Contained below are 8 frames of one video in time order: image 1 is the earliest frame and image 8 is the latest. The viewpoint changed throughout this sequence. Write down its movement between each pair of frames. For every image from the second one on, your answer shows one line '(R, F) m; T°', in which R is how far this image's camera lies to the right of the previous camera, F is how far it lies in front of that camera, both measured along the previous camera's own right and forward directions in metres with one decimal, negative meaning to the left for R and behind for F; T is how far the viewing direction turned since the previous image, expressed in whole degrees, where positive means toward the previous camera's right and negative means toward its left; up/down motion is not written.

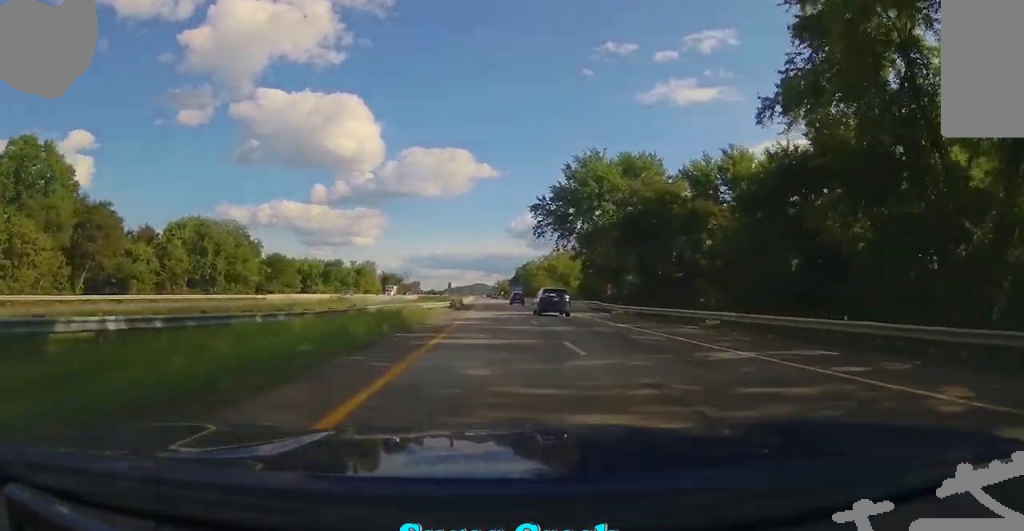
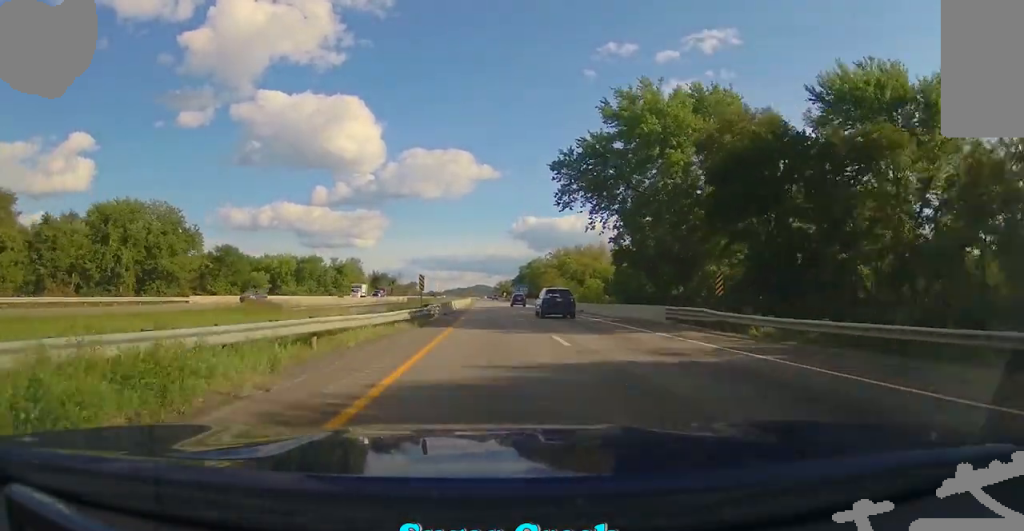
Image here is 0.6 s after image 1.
(0.0, +21.4) m; 0°
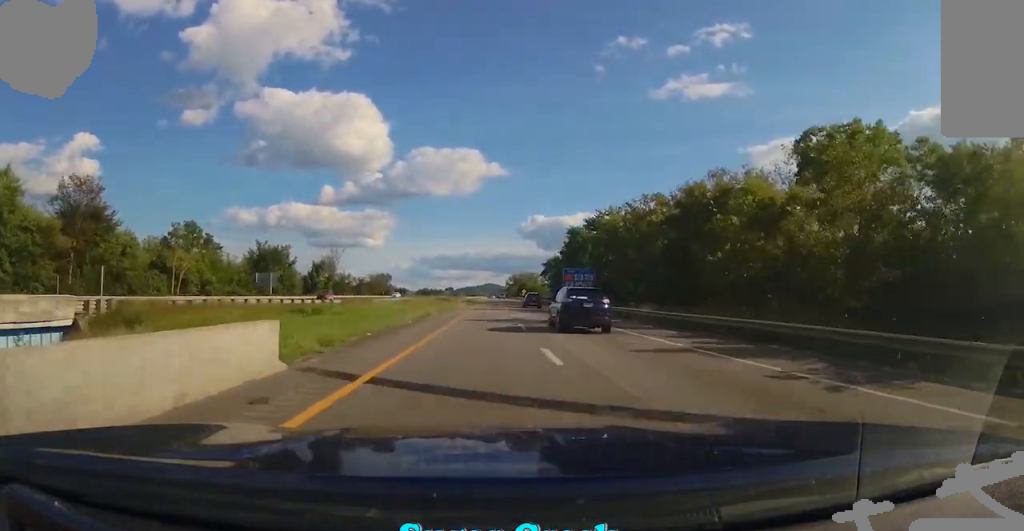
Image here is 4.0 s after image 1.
(-1.4, +113.5) m; -2°
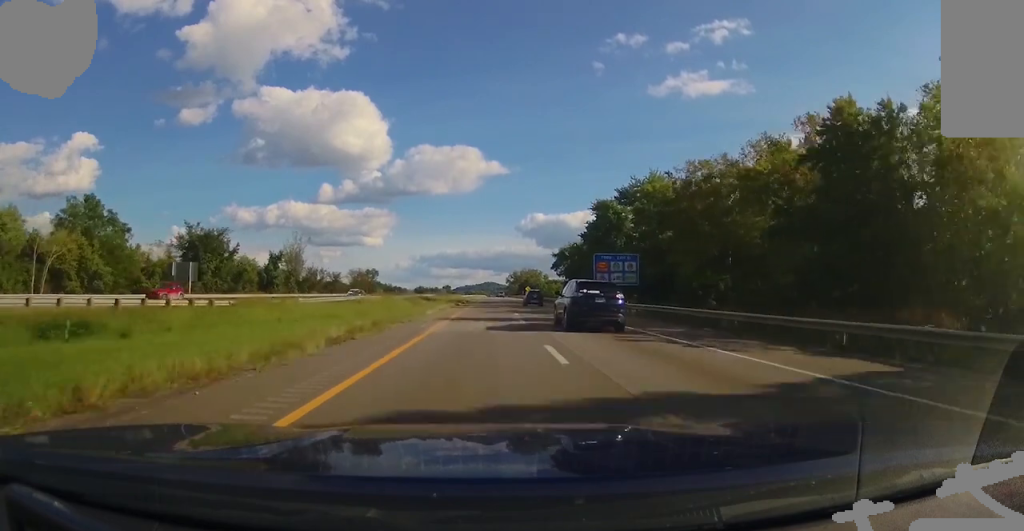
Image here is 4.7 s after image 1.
(0.0, +25.0) m; 0°
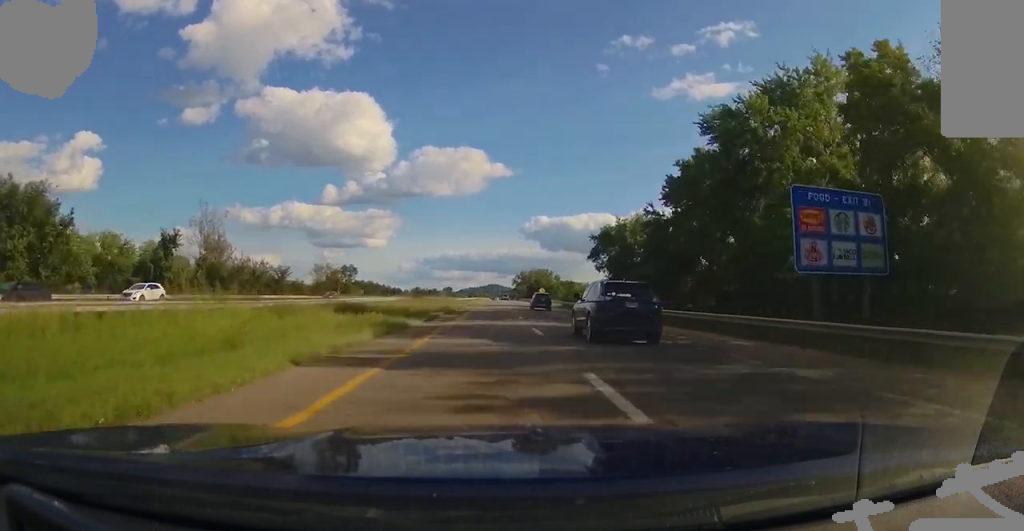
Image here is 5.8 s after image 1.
(0.0, +37.6) m; 0°
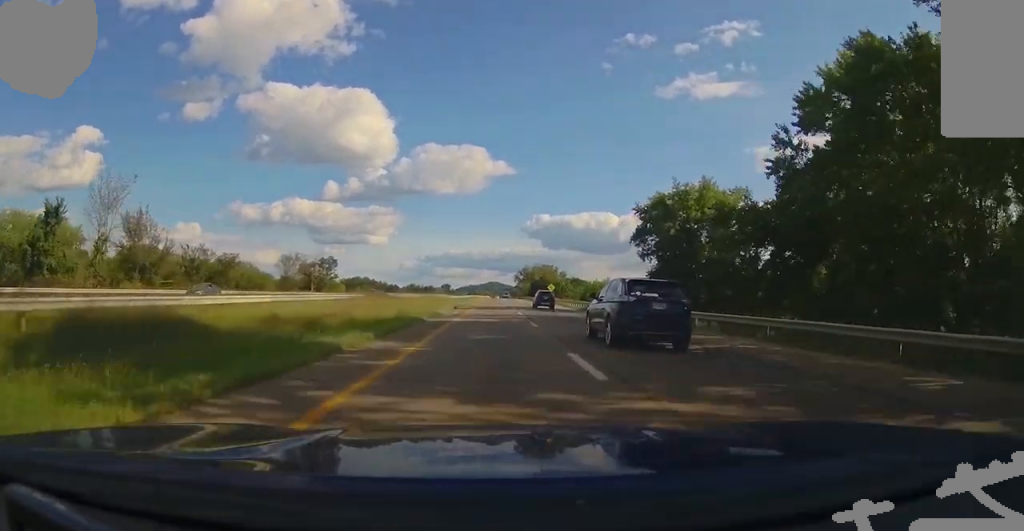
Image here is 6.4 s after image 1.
(0.0, +21.6) m; 0°
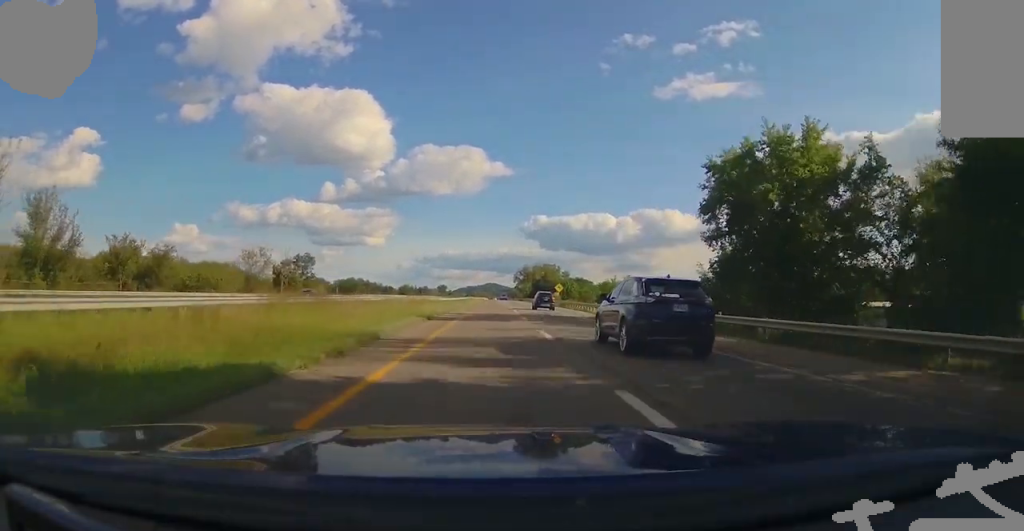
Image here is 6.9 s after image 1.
(0.0, +17.1) m; 0°
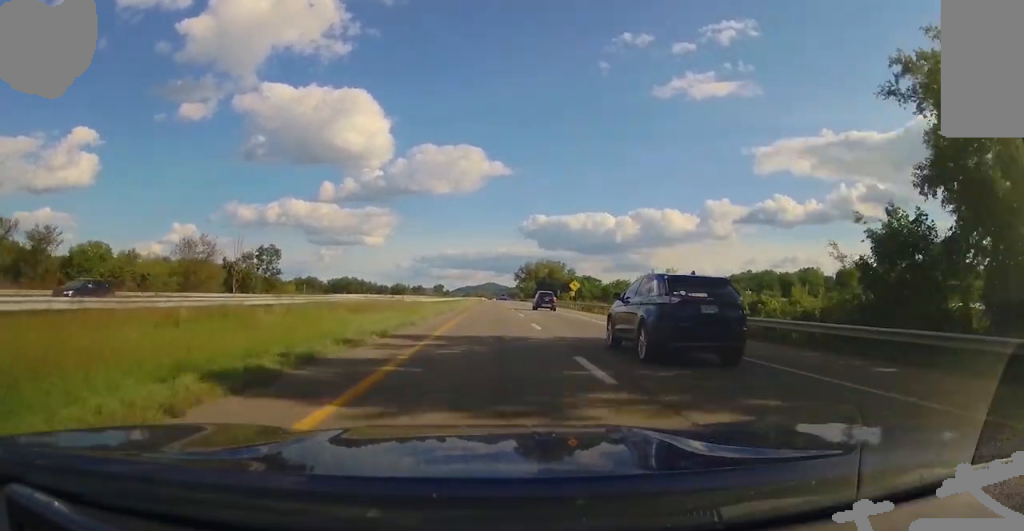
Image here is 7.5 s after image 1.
(0.0, +20.5) m; 0°
